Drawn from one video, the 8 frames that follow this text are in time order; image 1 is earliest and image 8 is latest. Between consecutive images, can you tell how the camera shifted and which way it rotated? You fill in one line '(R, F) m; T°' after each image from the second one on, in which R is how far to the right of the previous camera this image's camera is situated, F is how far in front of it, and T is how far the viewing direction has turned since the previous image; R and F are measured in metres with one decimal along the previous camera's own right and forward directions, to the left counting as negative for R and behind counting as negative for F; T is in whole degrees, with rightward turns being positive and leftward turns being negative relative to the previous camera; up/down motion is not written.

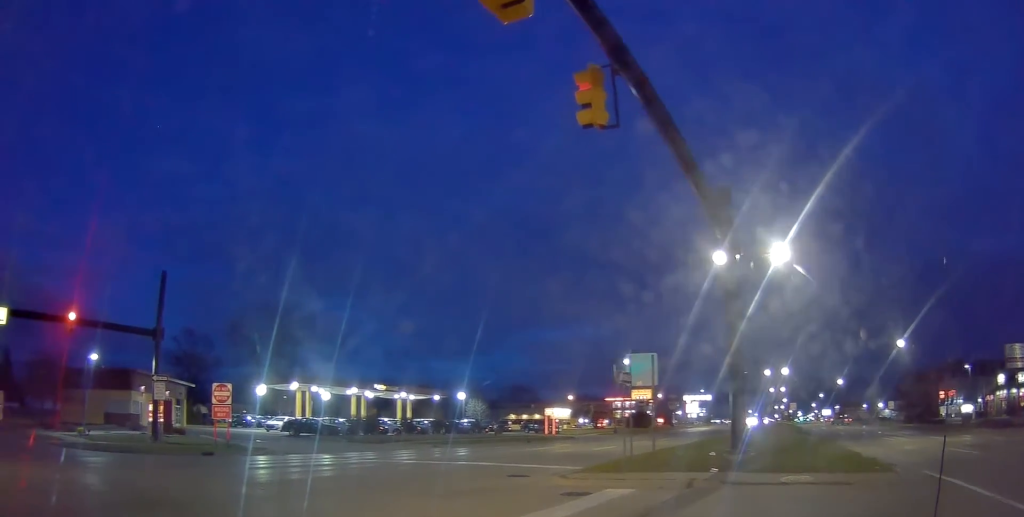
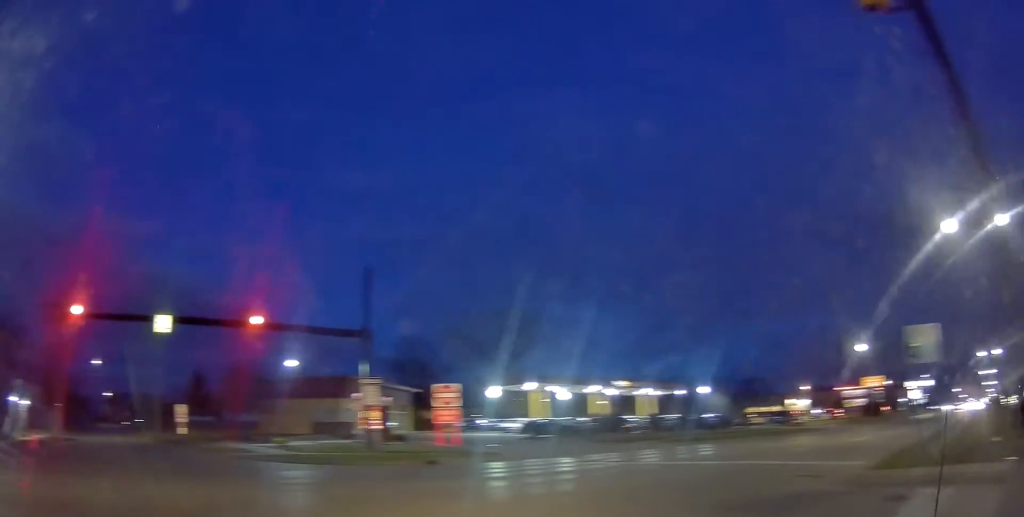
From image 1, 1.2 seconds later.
(-0.3, +1.8) m; -13°
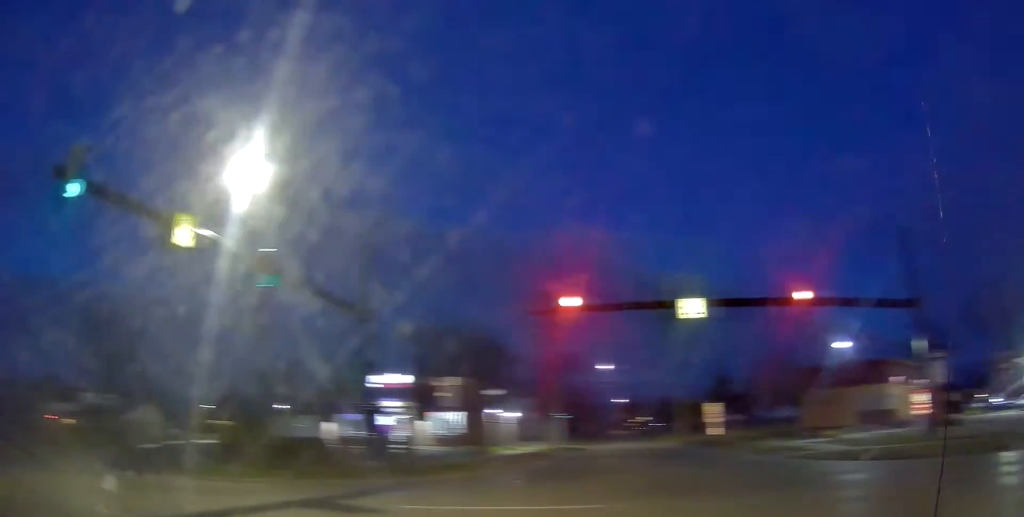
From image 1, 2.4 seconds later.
(-0.2, +3.0) m; -14°
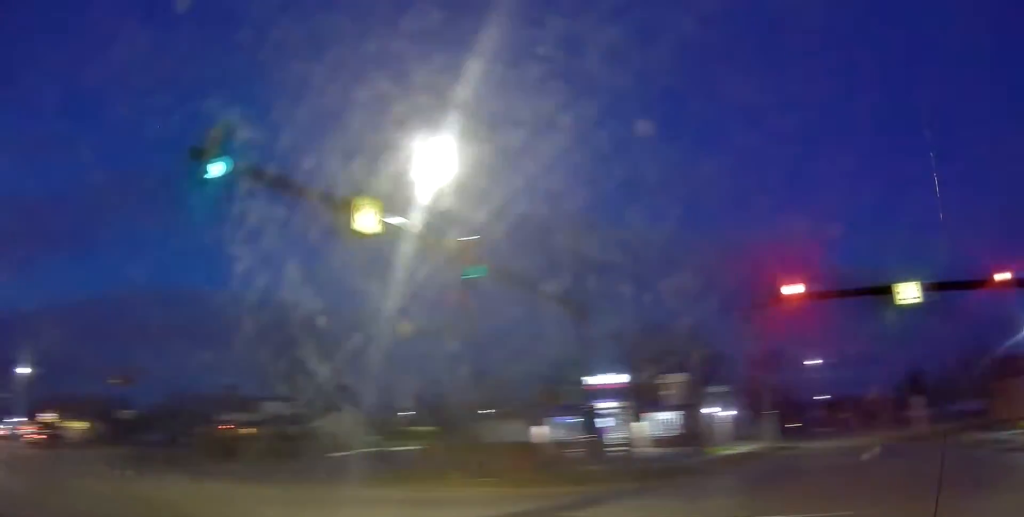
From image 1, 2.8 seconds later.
(-0.1, +1.1) m; -12°
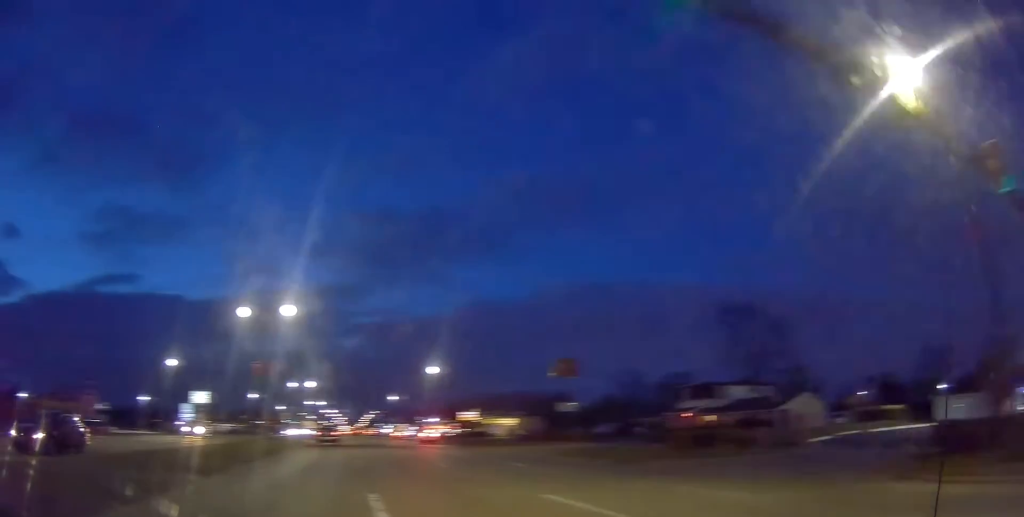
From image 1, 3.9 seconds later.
(-0.9, +3.1) m; -27°
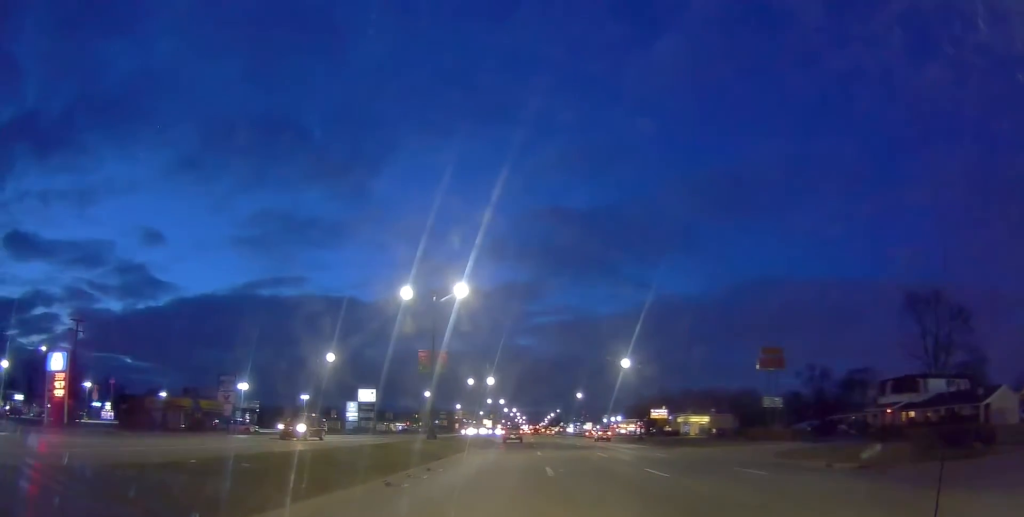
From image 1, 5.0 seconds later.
(-0.9, +4.4) m; -16°
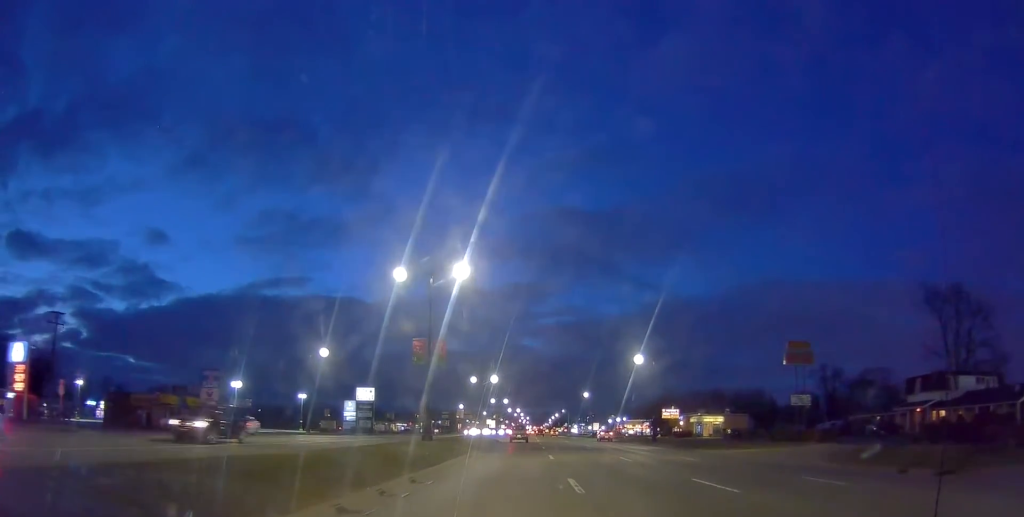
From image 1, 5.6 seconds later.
(-0.2, +3.3) m; -3°
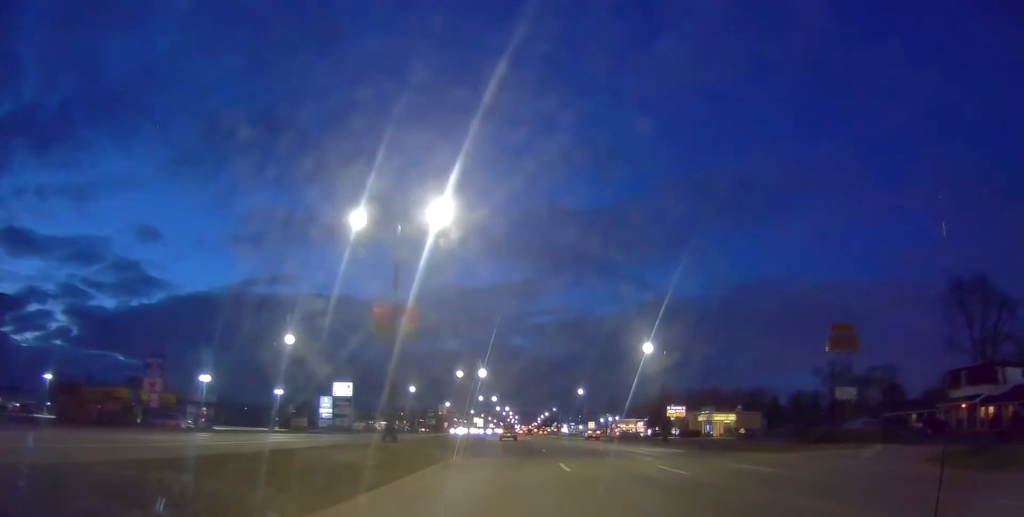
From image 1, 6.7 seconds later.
(0.0, +6.4) m; -3°
